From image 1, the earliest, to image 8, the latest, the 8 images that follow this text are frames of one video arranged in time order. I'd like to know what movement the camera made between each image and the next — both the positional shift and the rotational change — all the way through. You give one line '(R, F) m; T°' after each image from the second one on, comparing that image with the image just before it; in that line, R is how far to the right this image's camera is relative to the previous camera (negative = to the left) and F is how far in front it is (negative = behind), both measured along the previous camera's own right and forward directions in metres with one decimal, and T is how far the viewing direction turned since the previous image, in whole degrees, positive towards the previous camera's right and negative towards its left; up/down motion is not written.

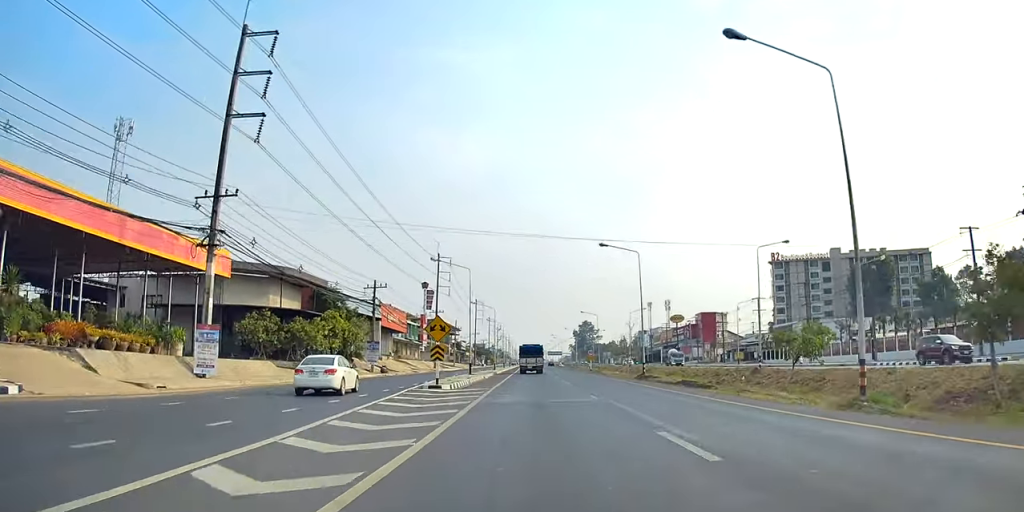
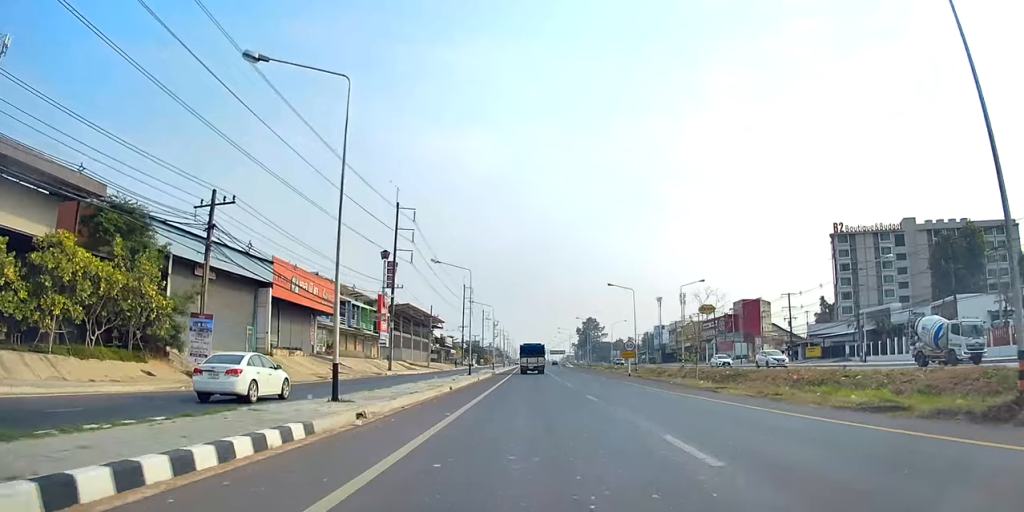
(-0.3, +36.7) m; 0°
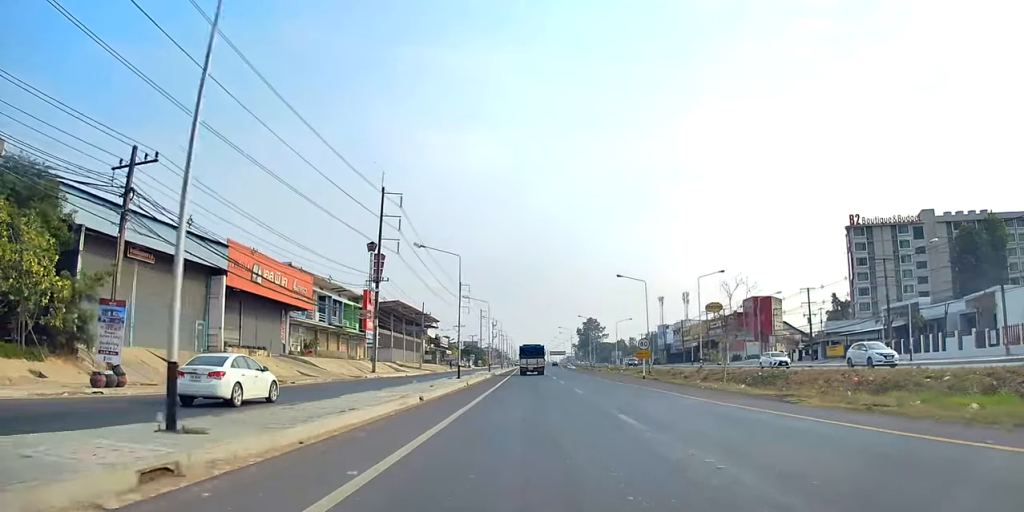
(0.0, +7.4) m; 0°
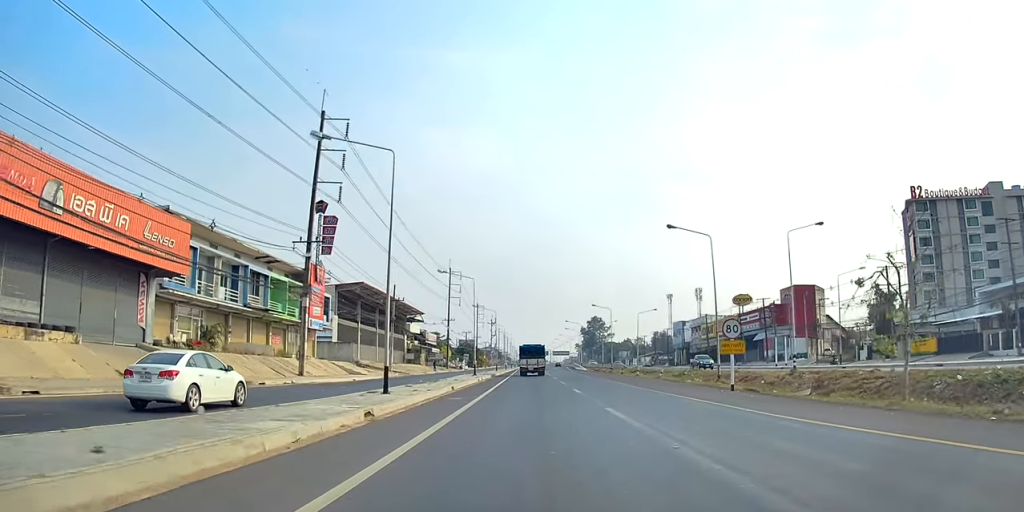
(0.0, +22.8) m; 0°
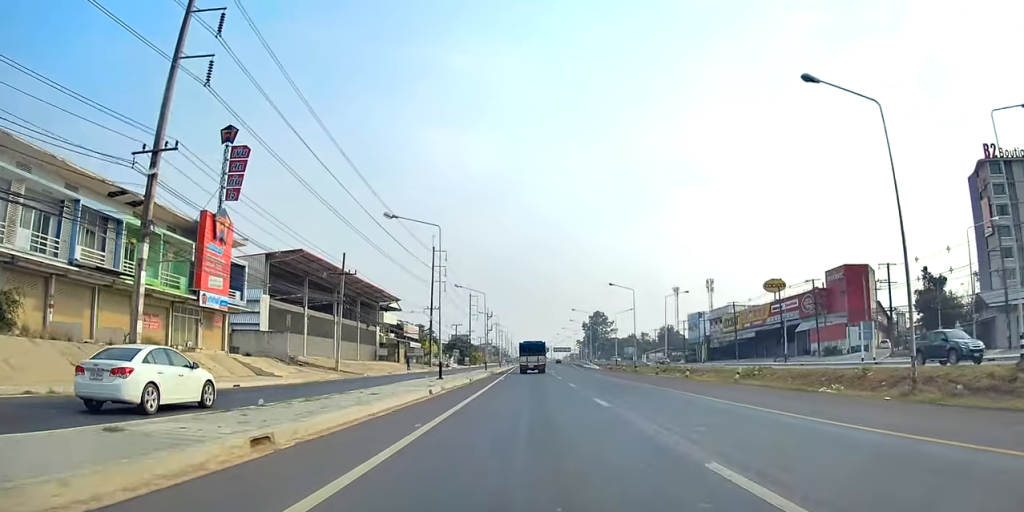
(0.0, +21.3) m; 0°
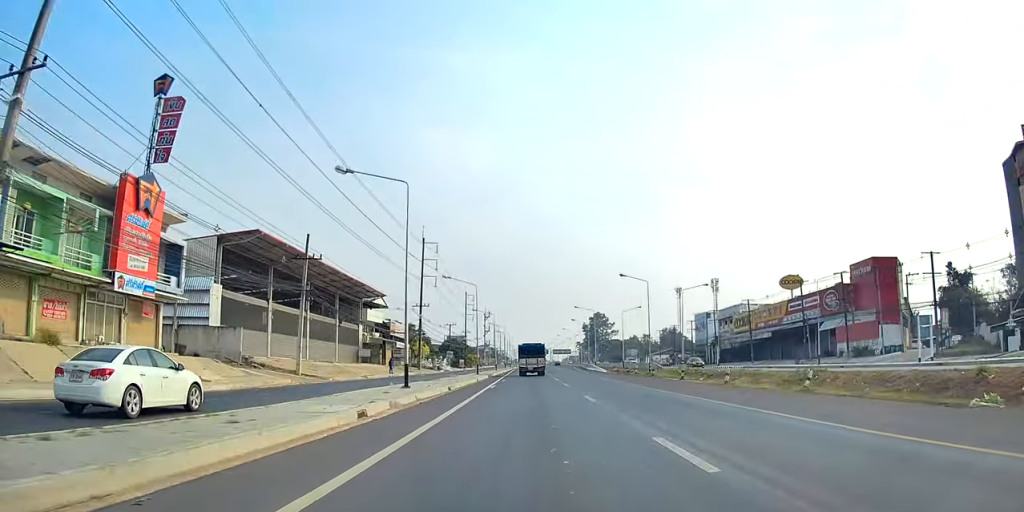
(0.0, +9.4) m; 0°
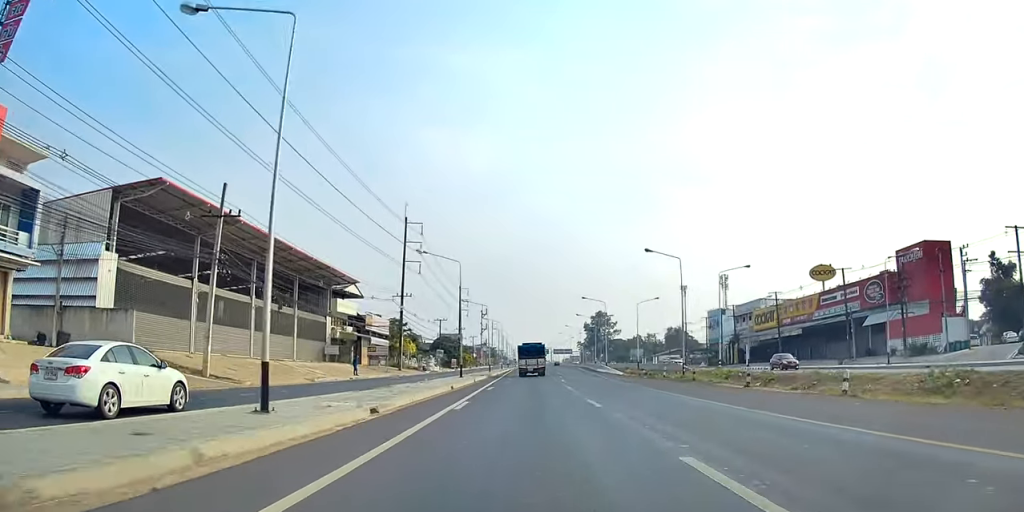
(0.0, +14.1) m; 0°
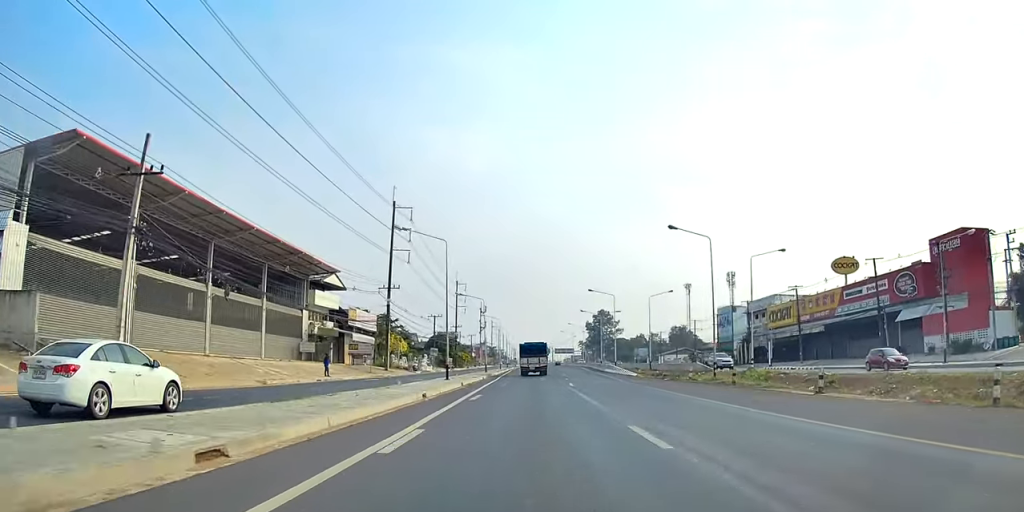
(0.0, +8.2) m; 0°
